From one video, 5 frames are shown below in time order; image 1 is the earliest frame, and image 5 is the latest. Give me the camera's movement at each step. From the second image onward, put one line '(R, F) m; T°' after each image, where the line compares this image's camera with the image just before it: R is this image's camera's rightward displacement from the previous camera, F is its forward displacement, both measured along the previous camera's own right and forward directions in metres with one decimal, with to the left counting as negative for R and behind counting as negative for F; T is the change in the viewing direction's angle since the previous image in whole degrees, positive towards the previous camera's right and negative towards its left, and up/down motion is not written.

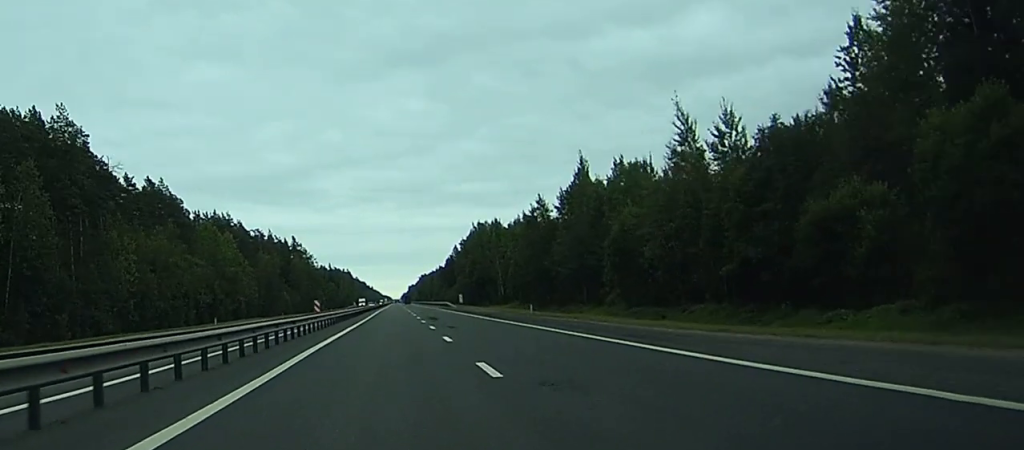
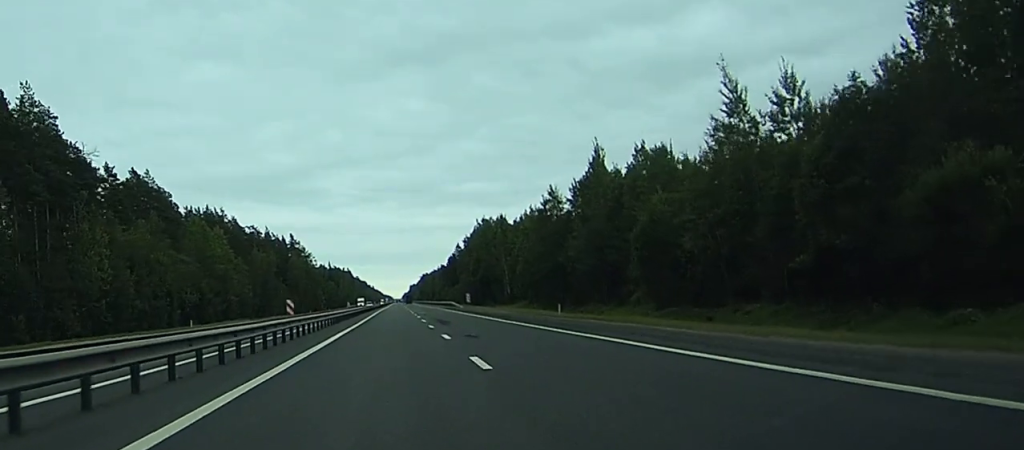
(-0.1, +10.3) m; -1°
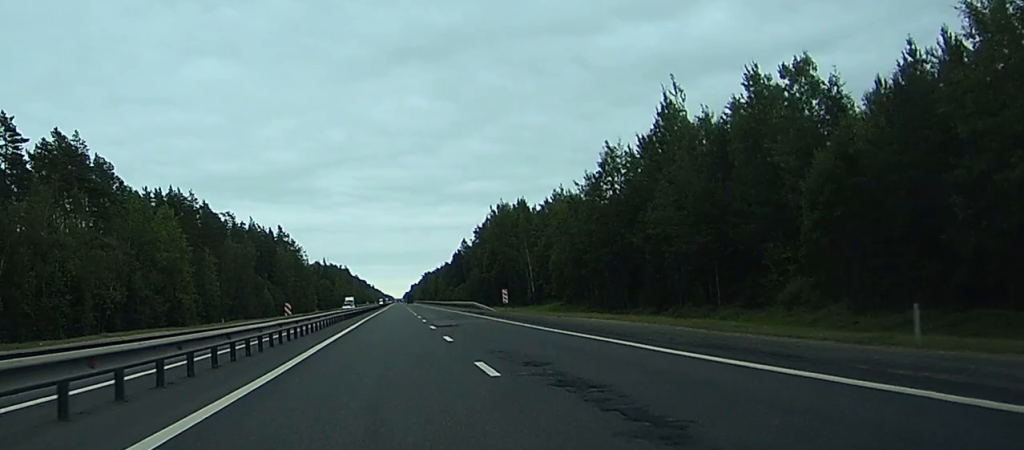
(-0.6, +36.3) m; -1°
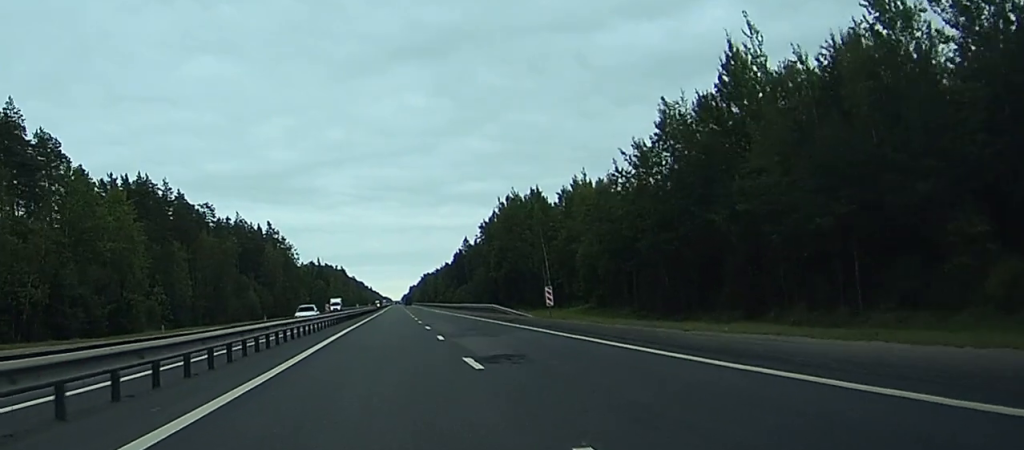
(+0.2, +21.8) m; 0°
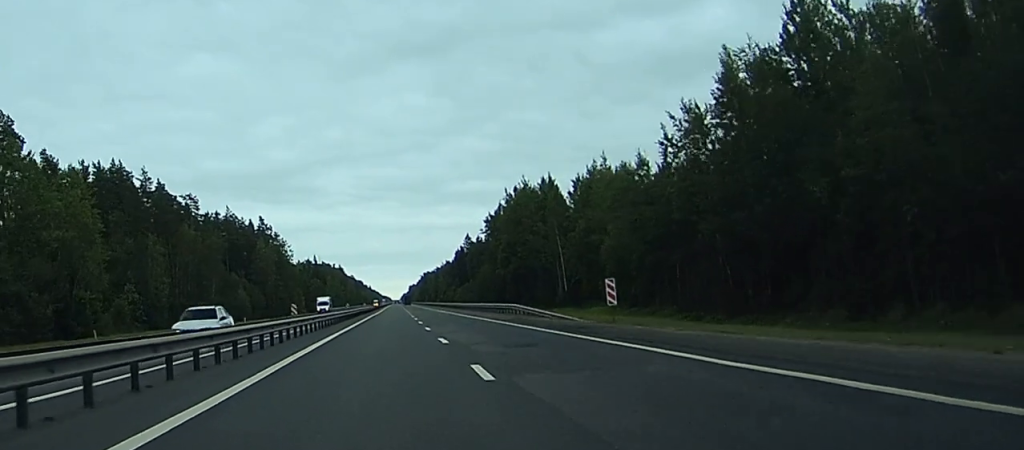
(0.0, +15.0) m; +1°
